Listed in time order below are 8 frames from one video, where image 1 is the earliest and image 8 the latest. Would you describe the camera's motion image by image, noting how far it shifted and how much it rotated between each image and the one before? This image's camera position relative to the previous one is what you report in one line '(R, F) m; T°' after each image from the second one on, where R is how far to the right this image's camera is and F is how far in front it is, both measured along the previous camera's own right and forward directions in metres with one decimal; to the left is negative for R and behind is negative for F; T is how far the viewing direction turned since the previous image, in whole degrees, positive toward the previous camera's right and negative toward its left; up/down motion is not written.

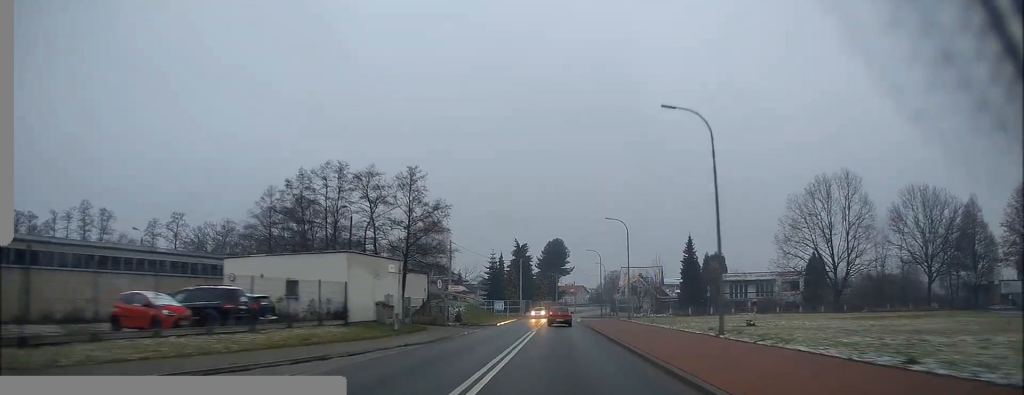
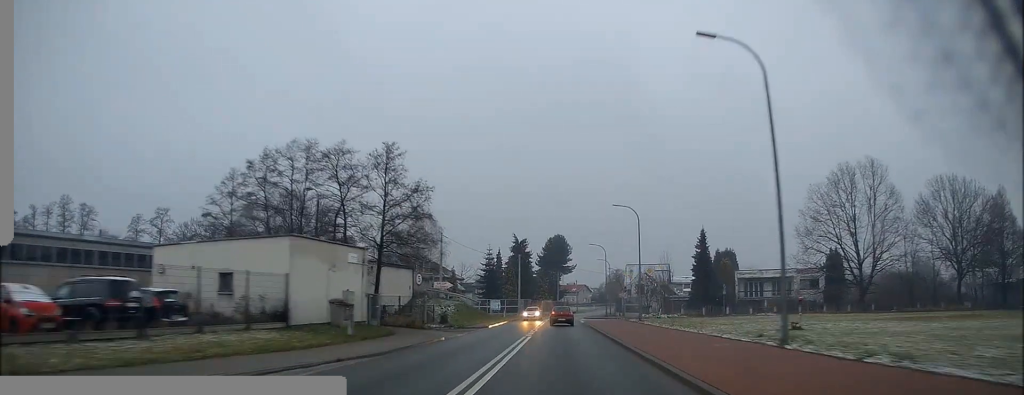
(-0.1, +6.7) m; 0°
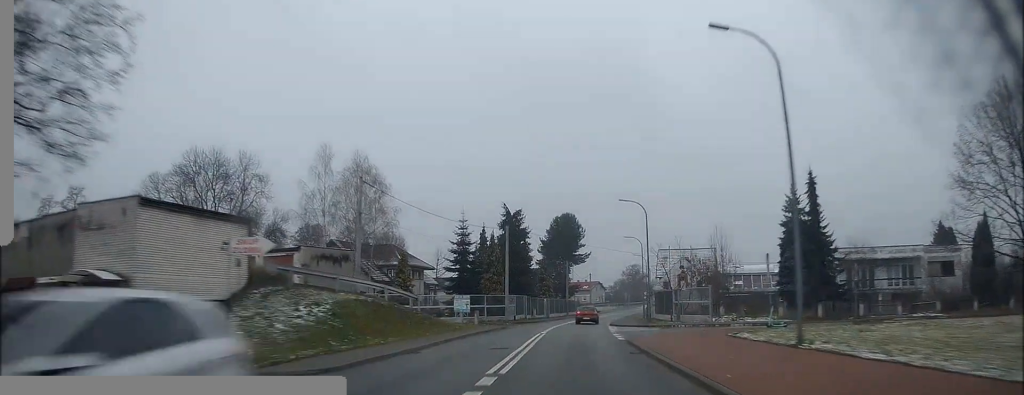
(-0.2, +30.3) m; 0°
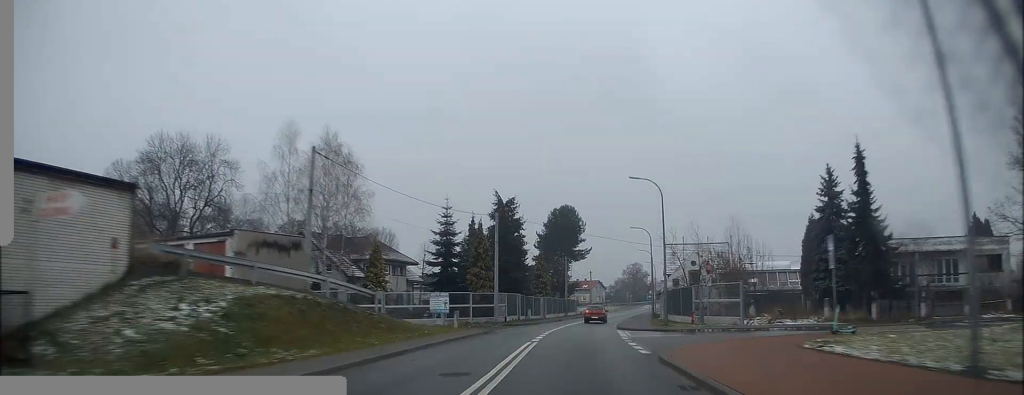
(0.0, +7.7) m; 0°
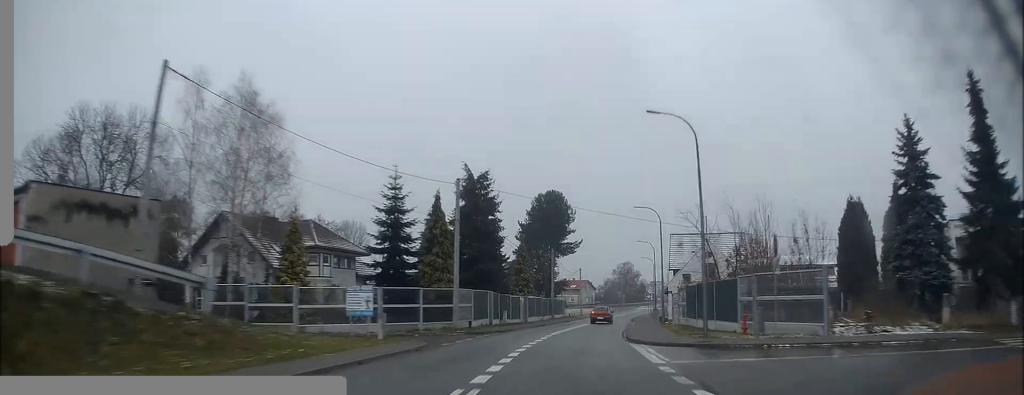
(-0.1, +12.8) m; +1°
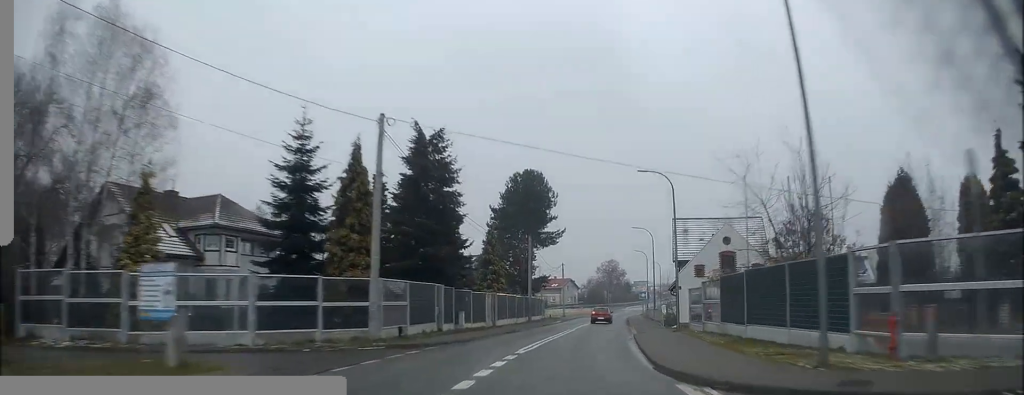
(+0.2, +12.3) m; +2°
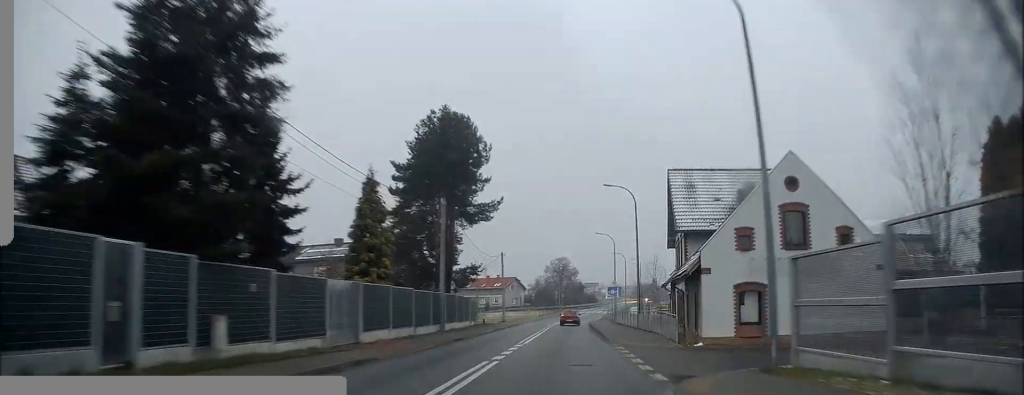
(+0.9, +21.1) m; +4°
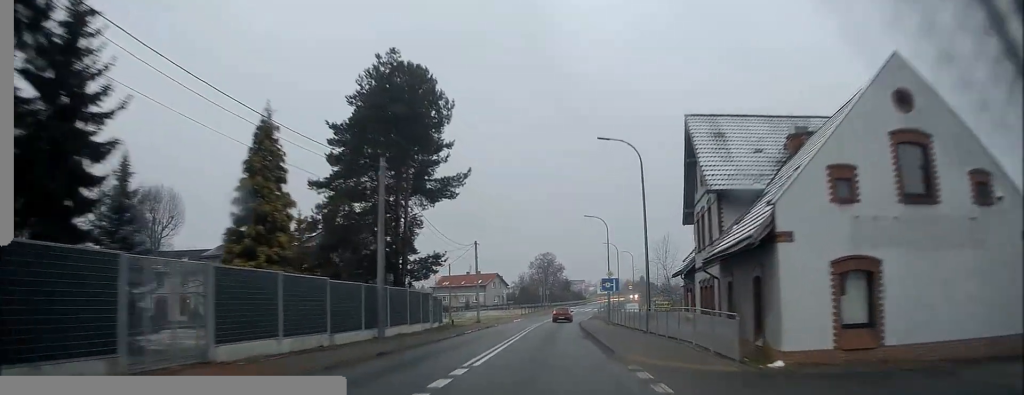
(+0.2, +9.8) m; +1°
